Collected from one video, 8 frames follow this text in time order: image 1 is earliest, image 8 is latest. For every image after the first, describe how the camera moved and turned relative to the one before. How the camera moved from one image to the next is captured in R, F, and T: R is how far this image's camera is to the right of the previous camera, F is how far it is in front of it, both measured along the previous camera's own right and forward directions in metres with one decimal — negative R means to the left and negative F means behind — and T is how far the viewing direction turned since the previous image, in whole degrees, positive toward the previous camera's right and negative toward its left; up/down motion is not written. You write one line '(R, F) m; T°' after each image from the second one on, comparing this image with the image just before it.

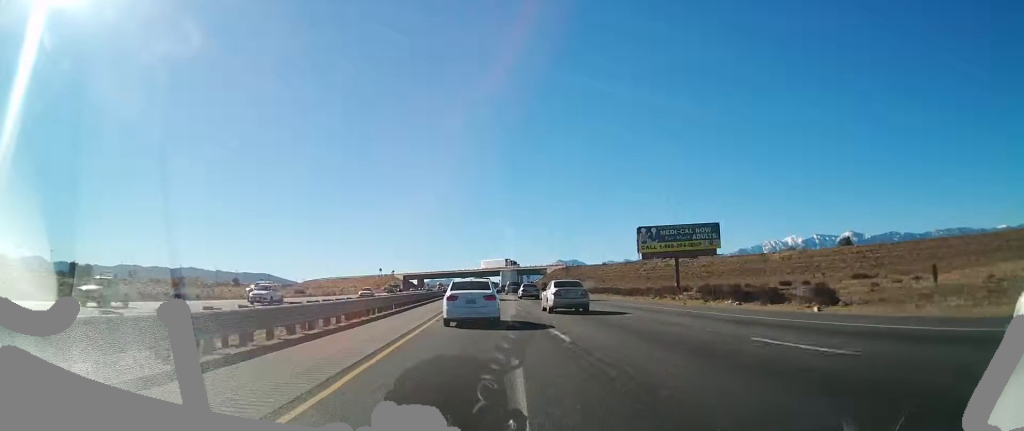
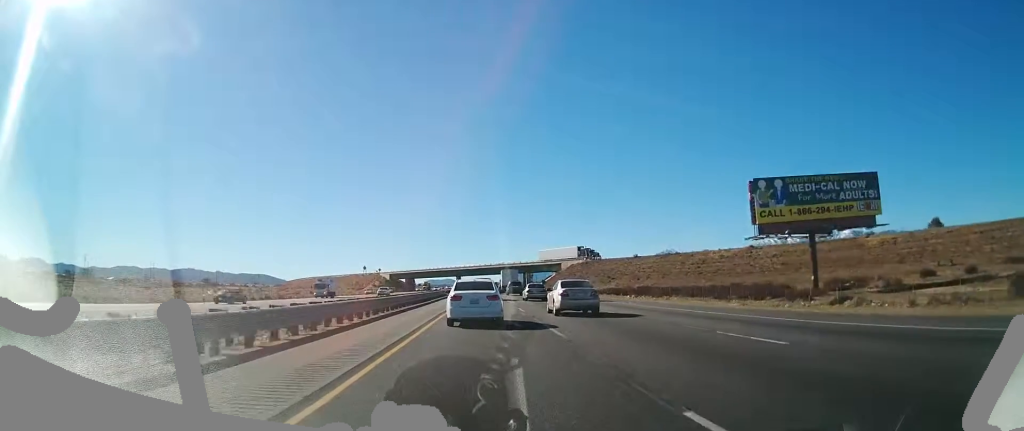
(+0.3, +41.3) m; 0°
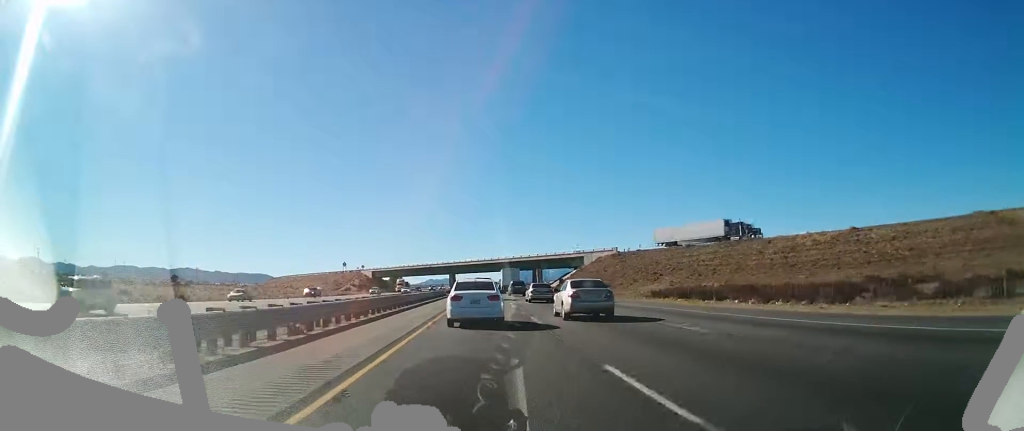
(-0.3, +39.6) m; 0°
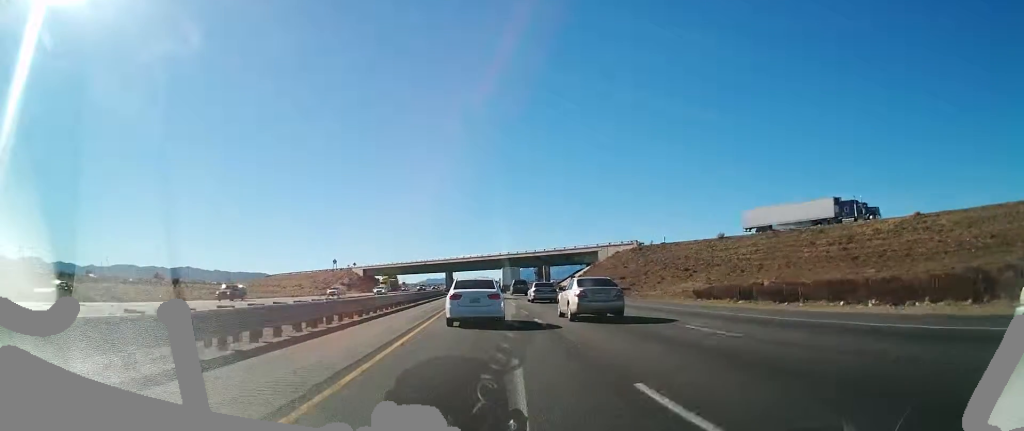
(0.0, +16.5) m; 0°
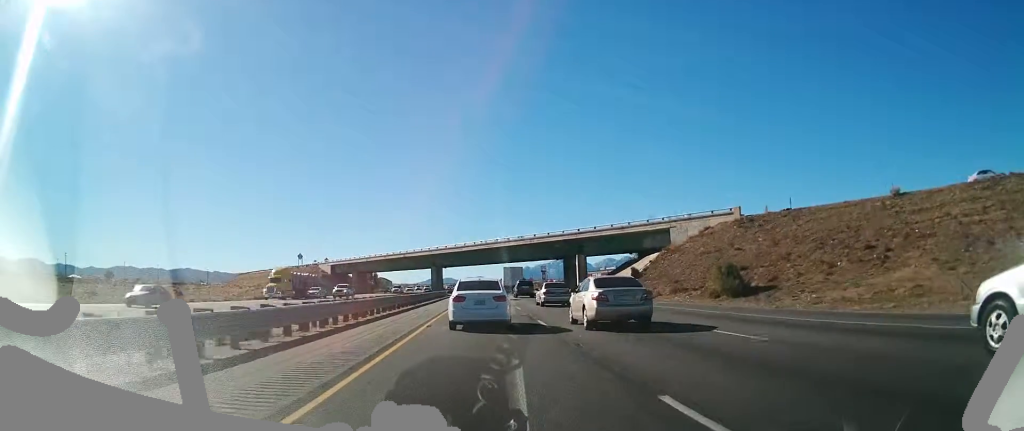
(-0.1, +45.2) m; 0°
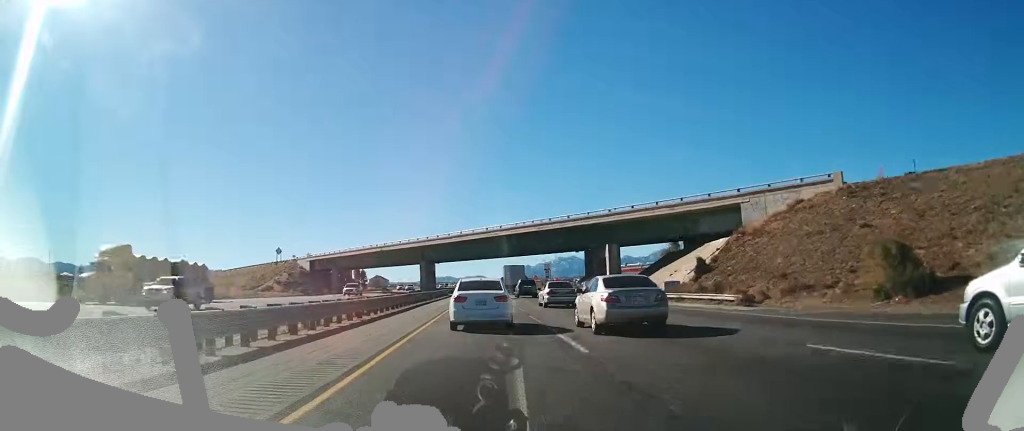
(0.0, +20.4) m; 0°
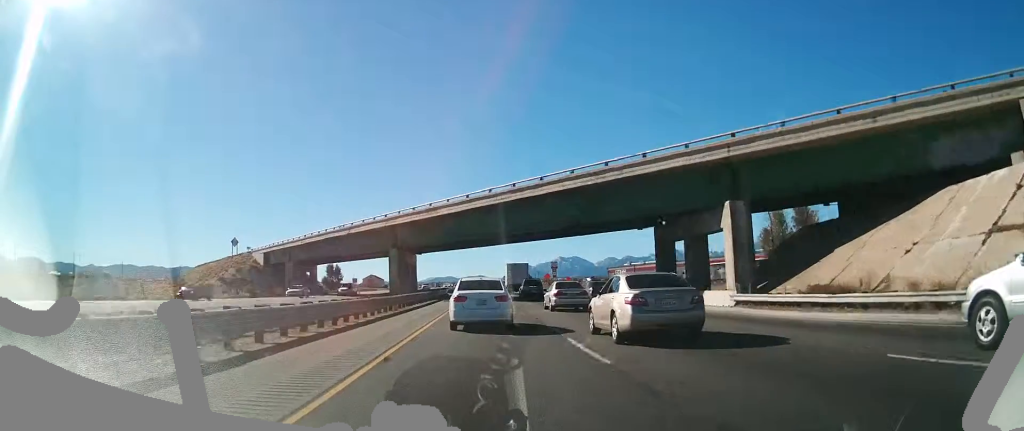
(0.0, +31.6) m; +1°
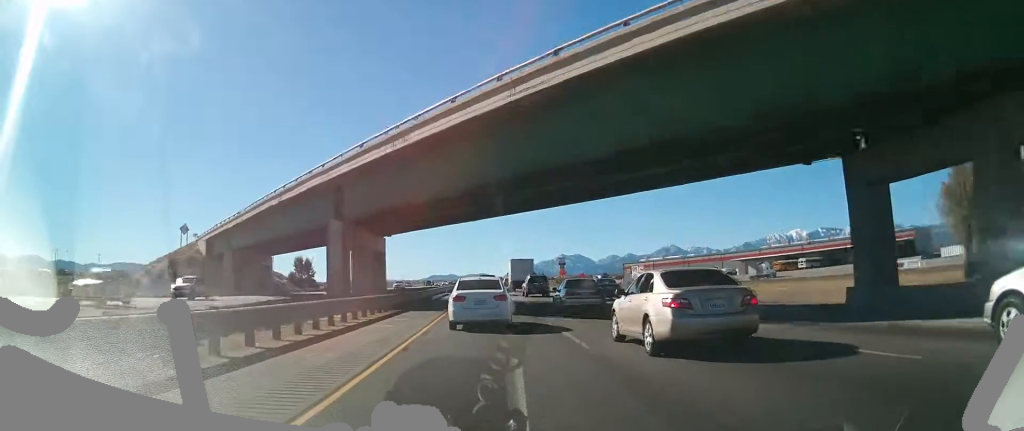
(+0.2, +25.6) m; 0°
